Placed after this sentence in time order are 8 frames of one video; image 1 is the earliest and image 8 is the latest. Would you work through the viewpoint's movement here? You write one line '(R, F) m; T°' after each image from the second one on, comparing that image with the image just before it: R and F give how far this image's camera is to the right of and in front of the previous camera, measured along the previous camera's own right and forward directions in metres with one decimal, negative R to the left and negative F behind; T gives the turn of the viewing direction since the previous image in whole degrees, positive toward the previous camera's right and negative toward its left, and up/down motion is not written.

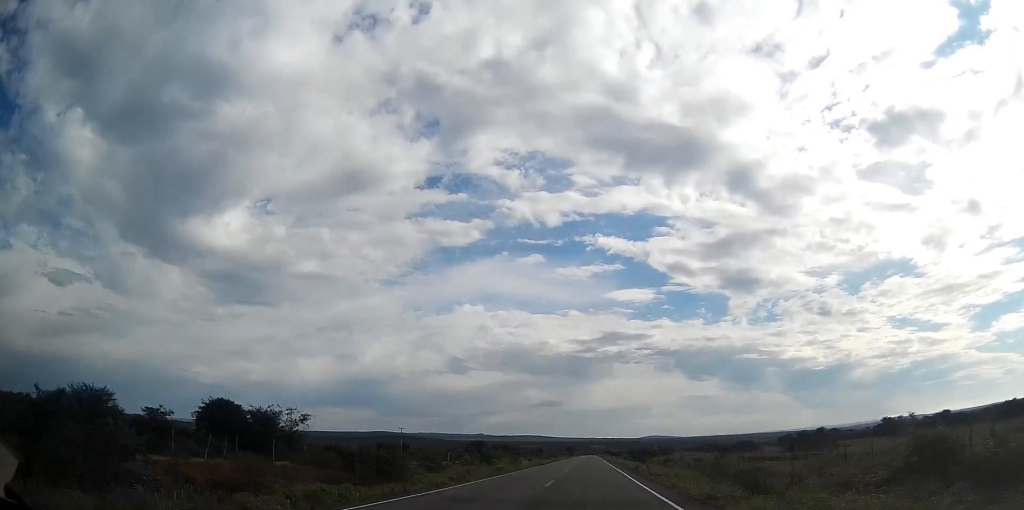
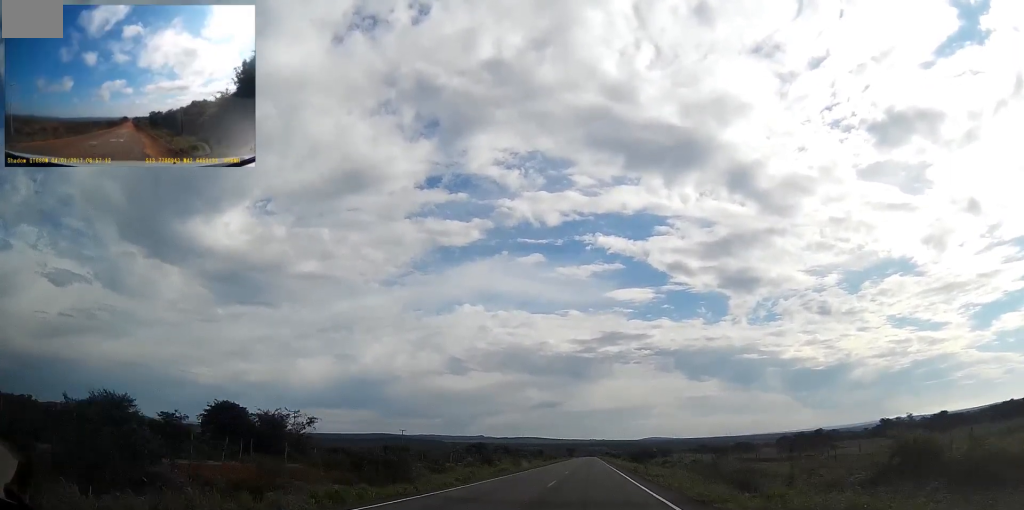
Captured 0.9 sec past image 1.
(0.0, +35.3) m; 0°
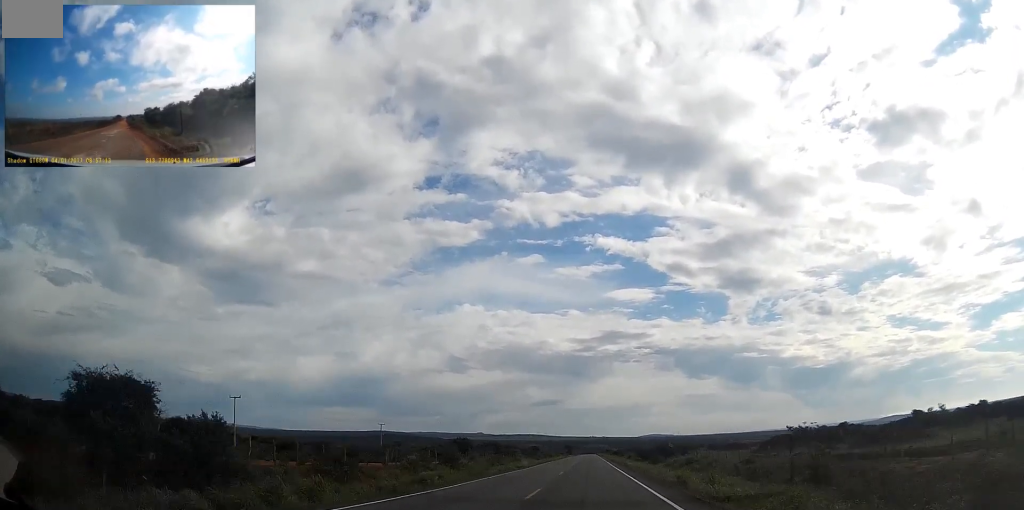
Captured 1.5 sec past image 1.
(0.0, +22.1) m; 0°
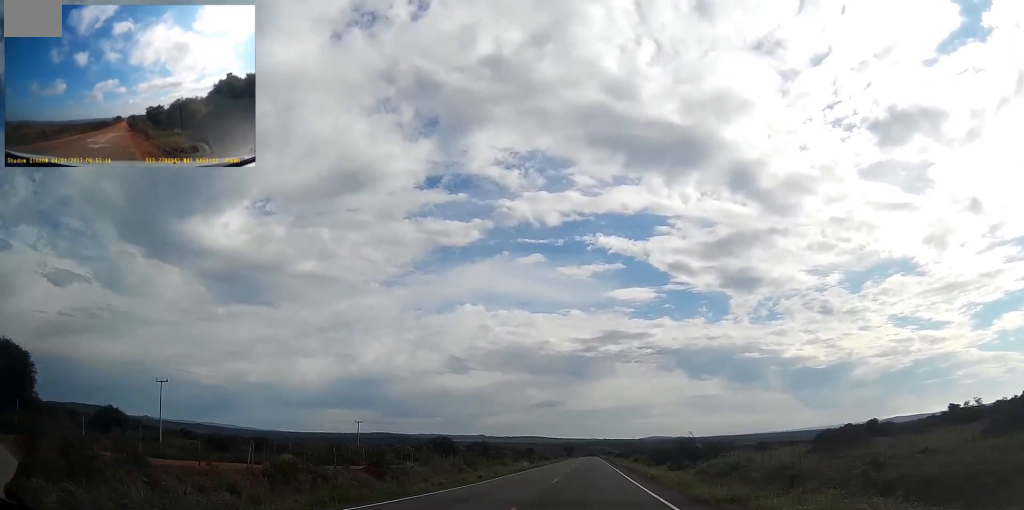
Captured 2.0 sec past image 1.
(0.0, +18.9) m; 0°
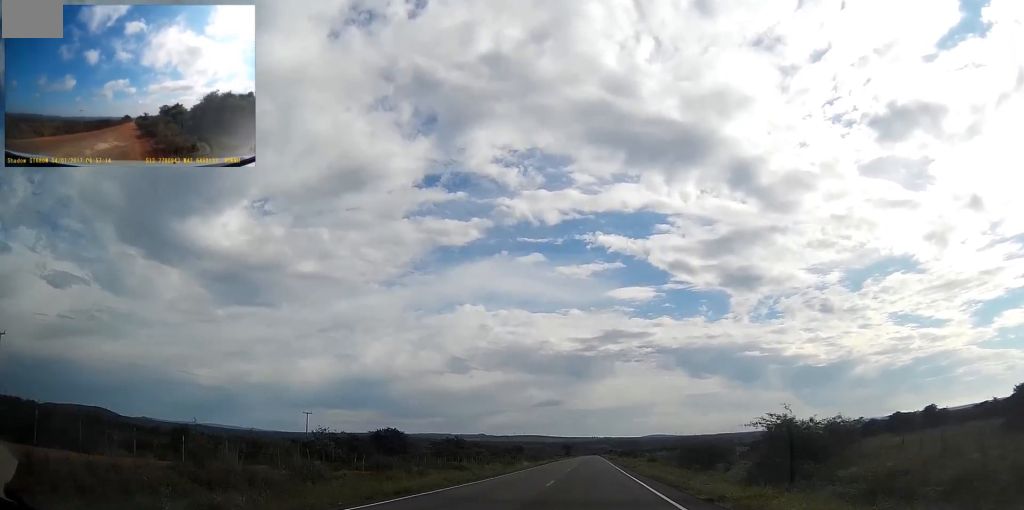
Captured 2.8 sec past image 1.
(-0.1, +32.2) m; 0°
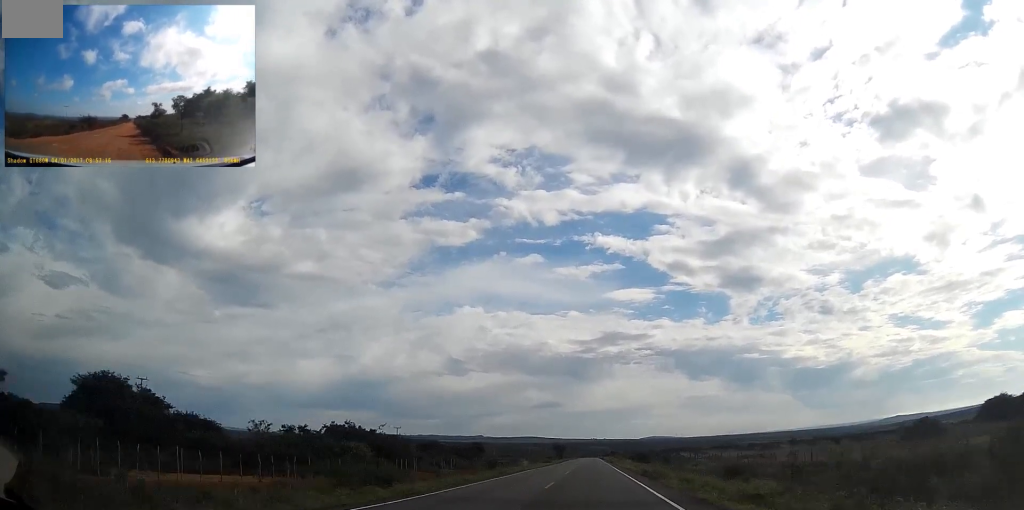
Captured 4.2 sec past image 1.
(-0.1, +61.4) m; 0°
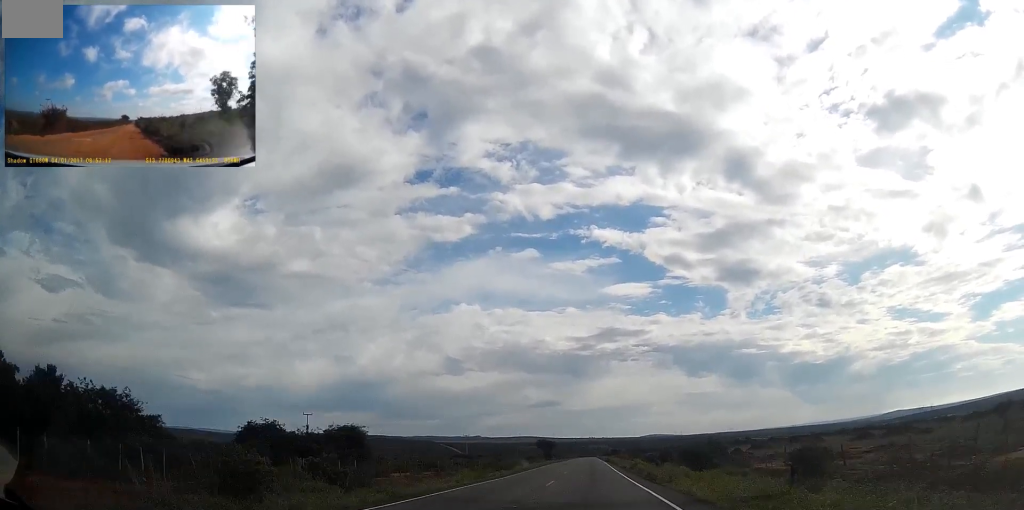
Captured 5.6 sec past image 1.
(+0.2, +59.4) m; 0°
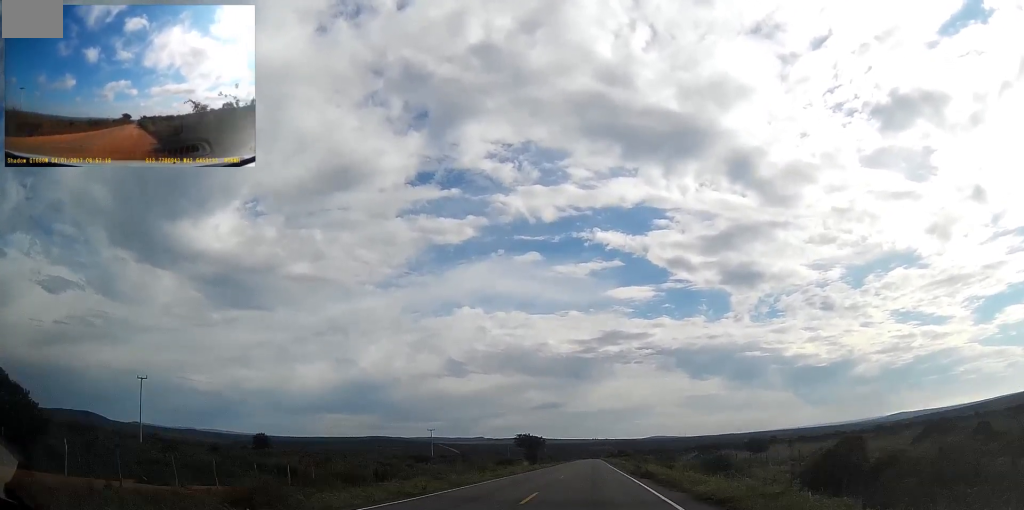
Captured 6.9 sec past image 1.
(+0.1, +54.5) m; 0°
